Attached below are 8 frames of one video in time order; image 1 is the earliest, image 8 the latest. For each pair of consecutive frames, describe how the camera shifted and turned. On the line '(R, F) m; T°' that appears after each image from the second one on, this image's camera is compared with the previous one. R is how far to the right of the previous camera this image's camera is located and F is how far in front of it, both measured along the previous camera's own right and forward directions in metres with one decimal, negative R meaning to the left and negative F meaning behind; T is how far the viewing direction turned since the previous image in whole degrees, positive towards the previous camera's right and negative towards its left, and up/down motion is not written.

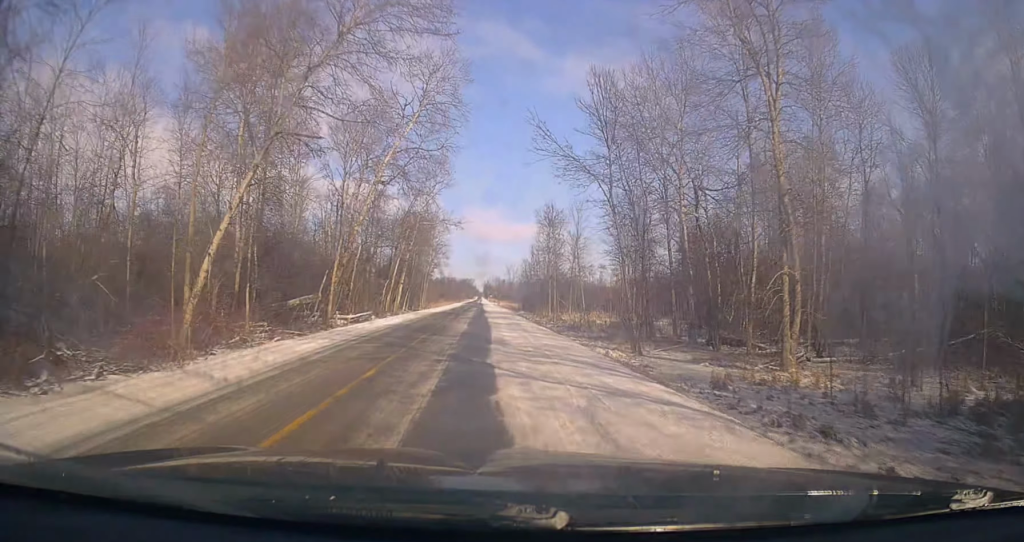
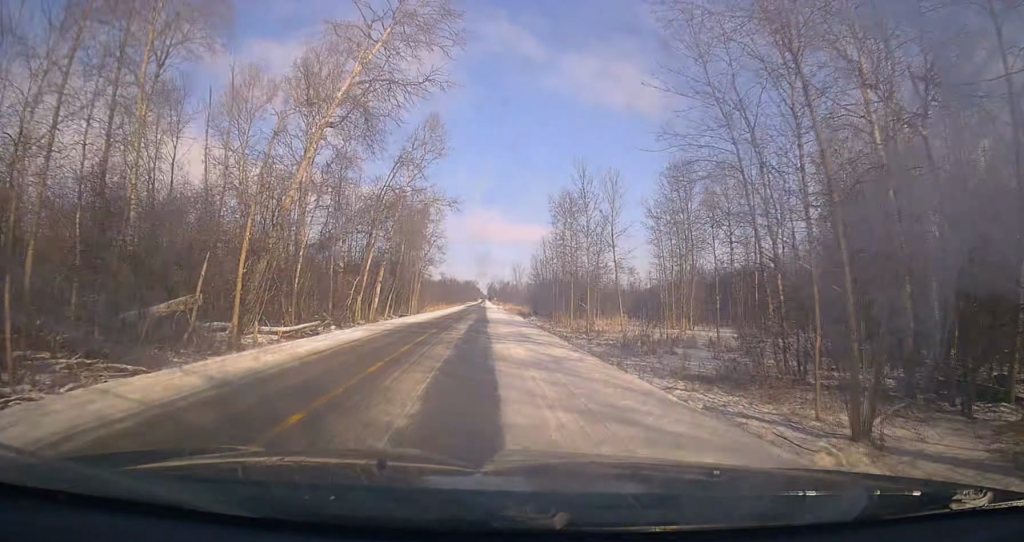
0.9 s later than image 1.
(+0.1, +16.3) m; -1°
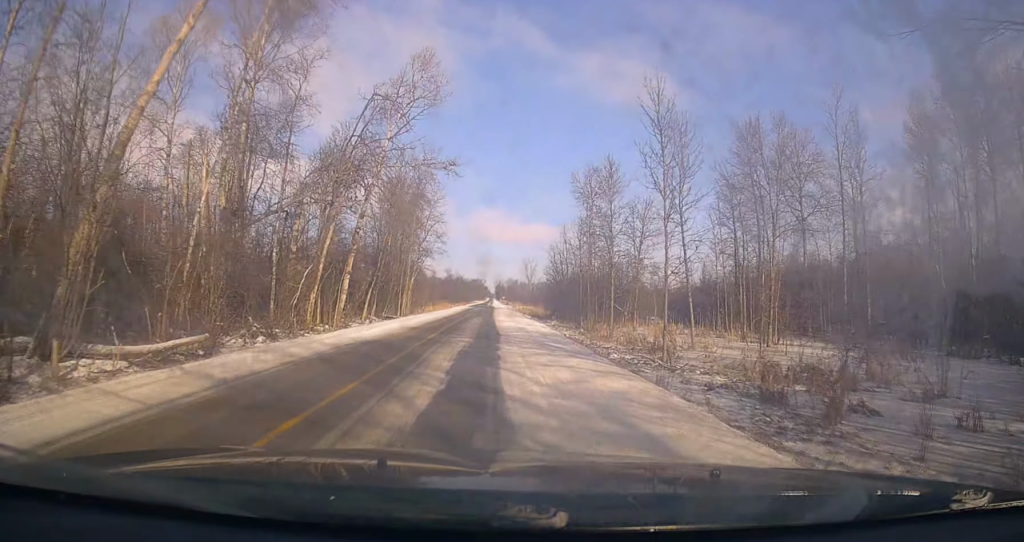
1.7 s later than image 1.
(-0.3, +15.0) m; 0°
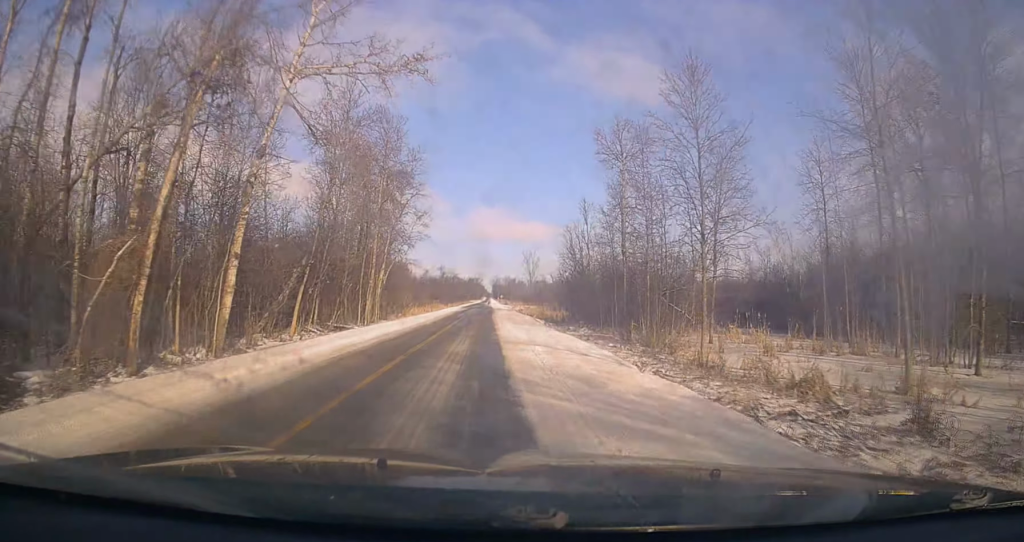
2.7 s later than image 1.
(+0.1, +18.1) m; 0°
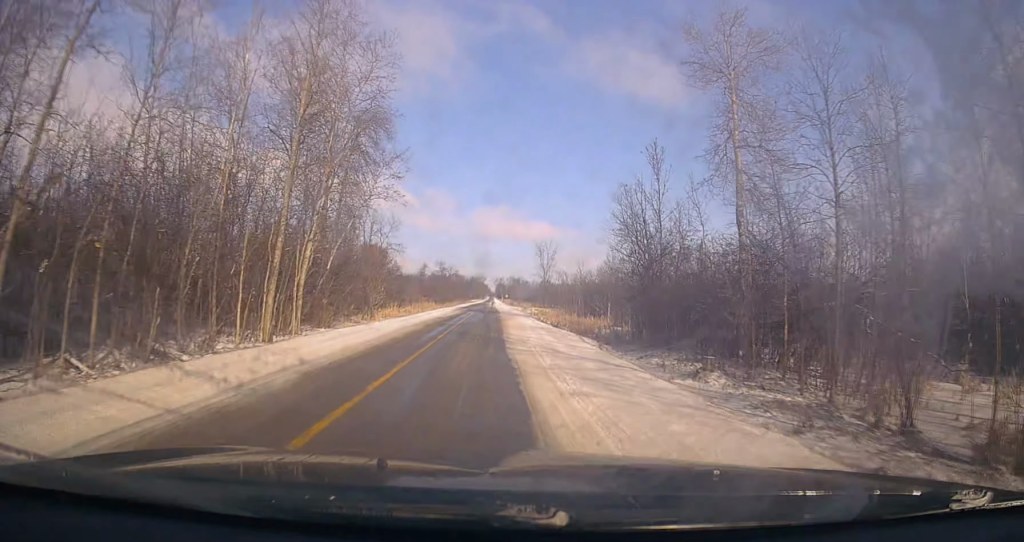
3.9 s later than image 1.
(-0.1, +21.6) m; 0°
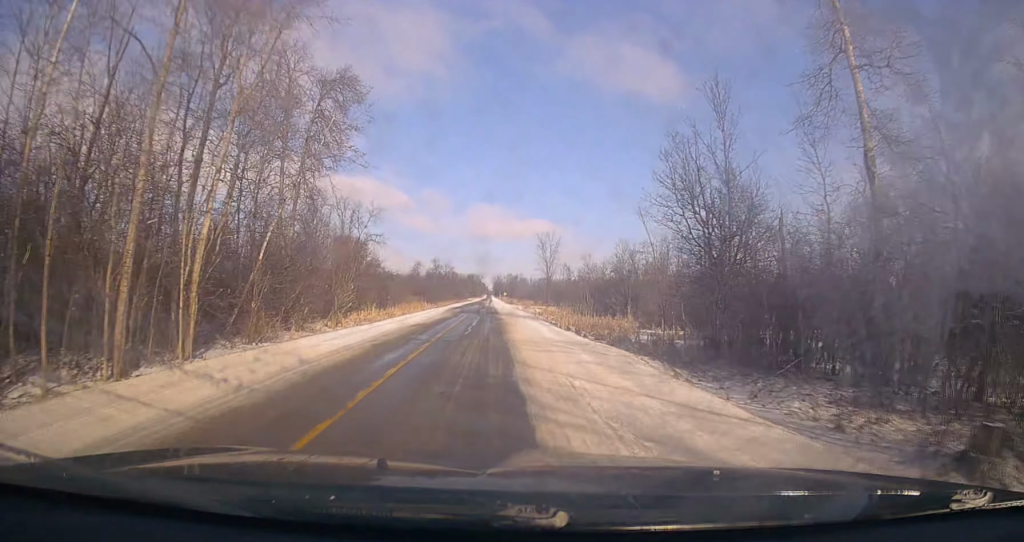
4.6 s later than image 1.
(+0.1, +11.0) m; 0°
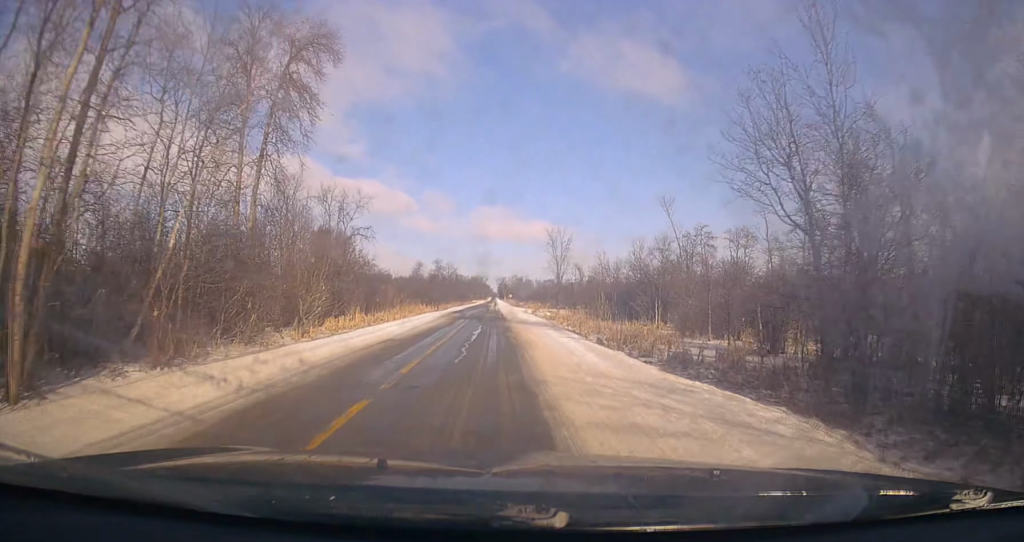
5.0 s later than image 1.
(+0.2, +8.2) m; 0°
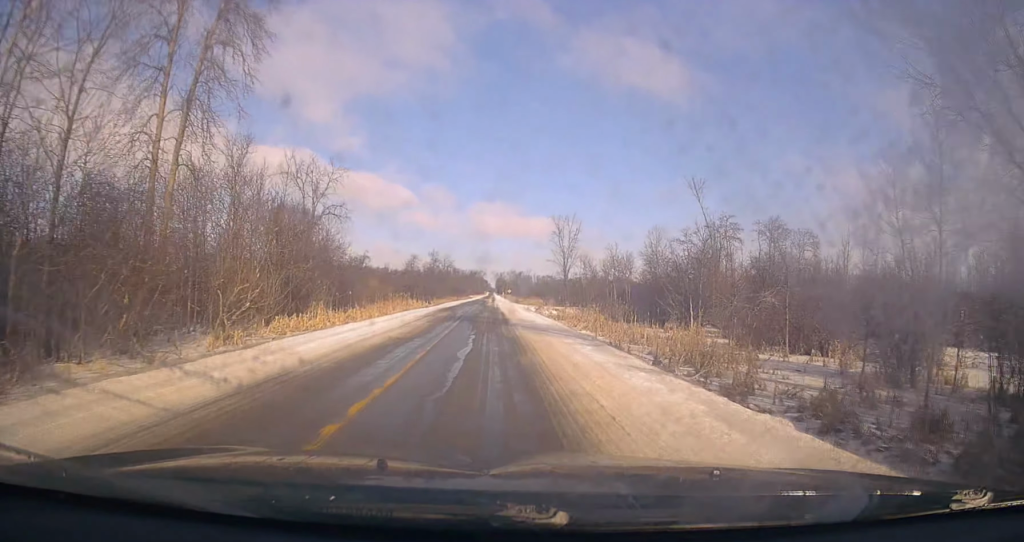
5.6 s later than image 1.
(-0.2, +9.5) m; -1°
